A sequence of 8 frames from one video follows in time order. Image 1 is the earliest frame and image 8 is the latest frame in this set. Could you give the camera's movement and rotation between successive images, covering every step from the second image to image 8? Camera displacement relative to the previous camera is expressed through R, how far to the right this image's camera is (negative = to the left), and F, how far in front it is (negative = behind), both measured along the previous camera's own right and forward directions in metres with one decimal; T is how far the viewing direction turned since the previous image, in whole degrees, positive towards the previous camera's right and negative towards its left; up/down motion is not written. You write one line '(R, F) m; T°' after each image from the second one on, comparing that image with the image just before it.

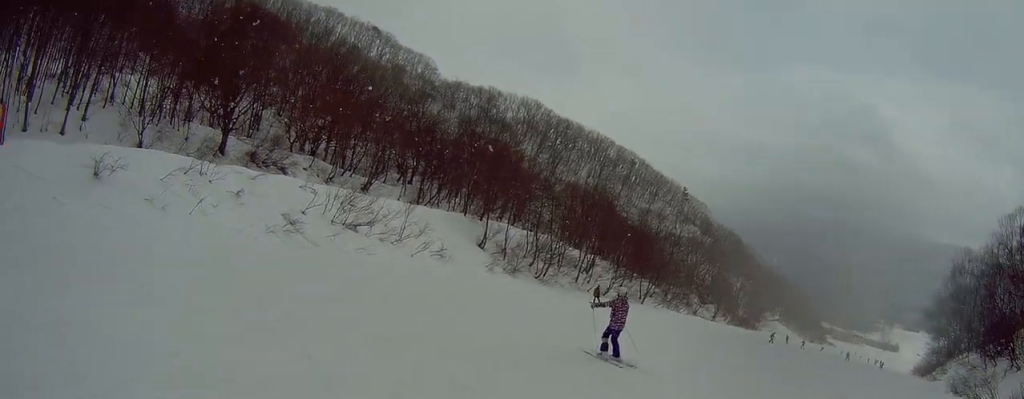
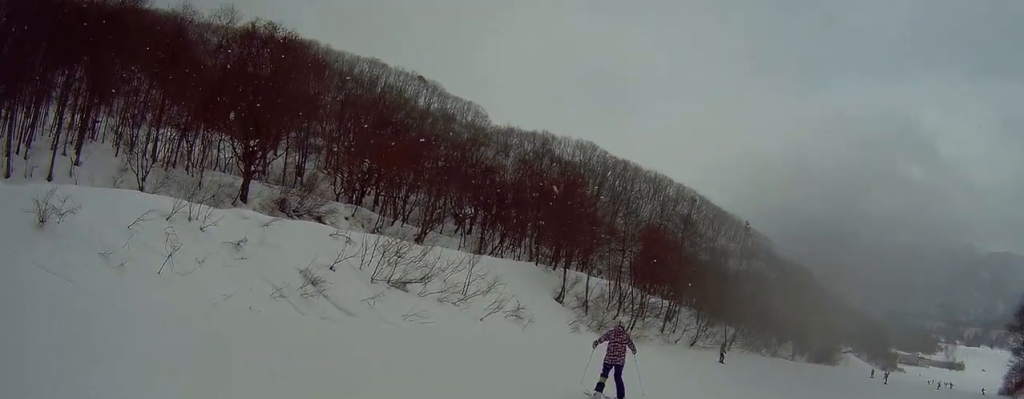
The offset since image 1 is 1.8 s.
(-1.1, +7.6) m; +3°
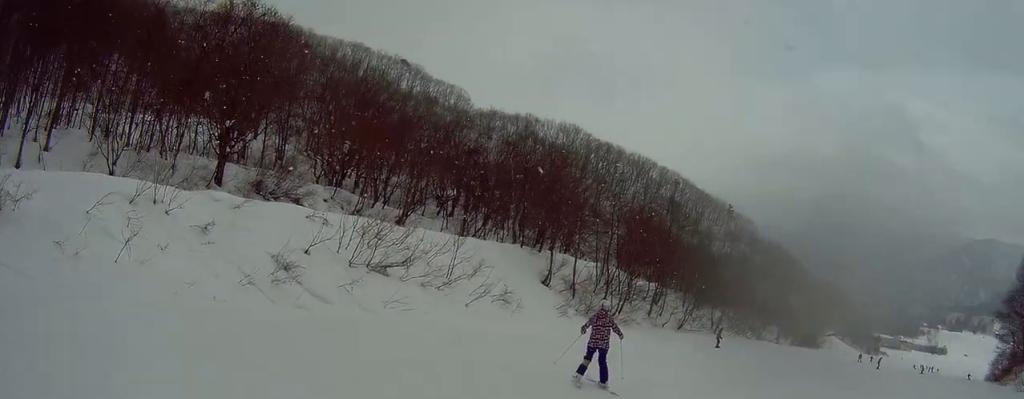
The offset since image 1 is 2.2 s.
(-0.1, +1.7) m; +9°
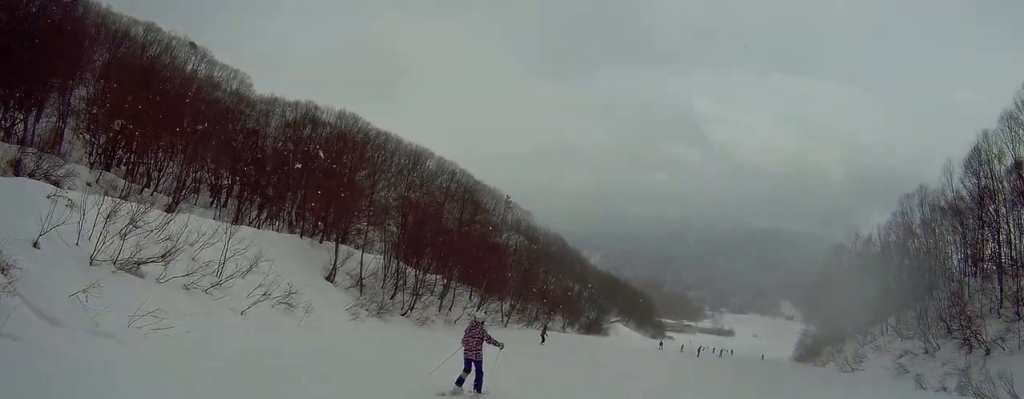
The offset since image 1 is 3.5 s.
(+1.4, +6.2) m; +13°
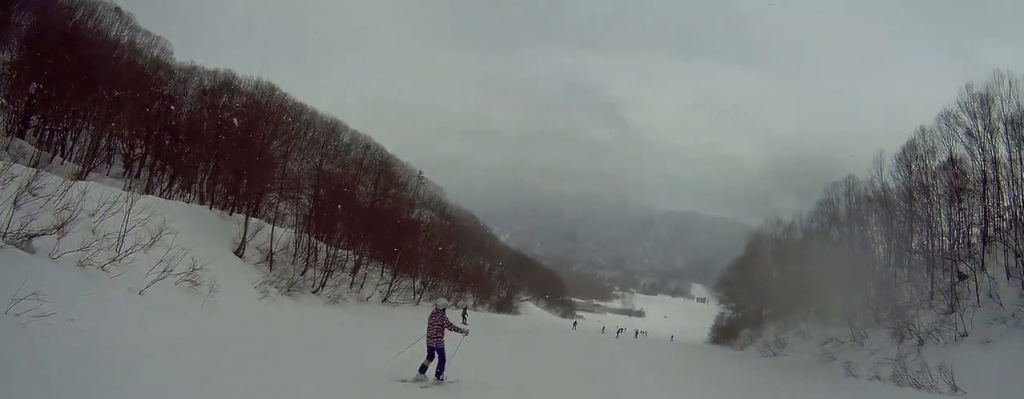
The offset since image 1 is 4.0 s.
(-0.5, +2.1) m; +9°
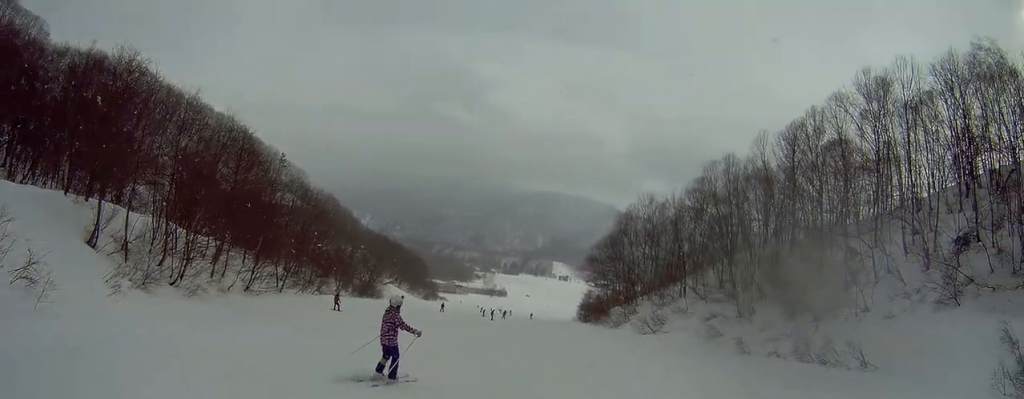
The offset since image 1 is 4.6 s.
(+0.2, +2.9) m; +12°
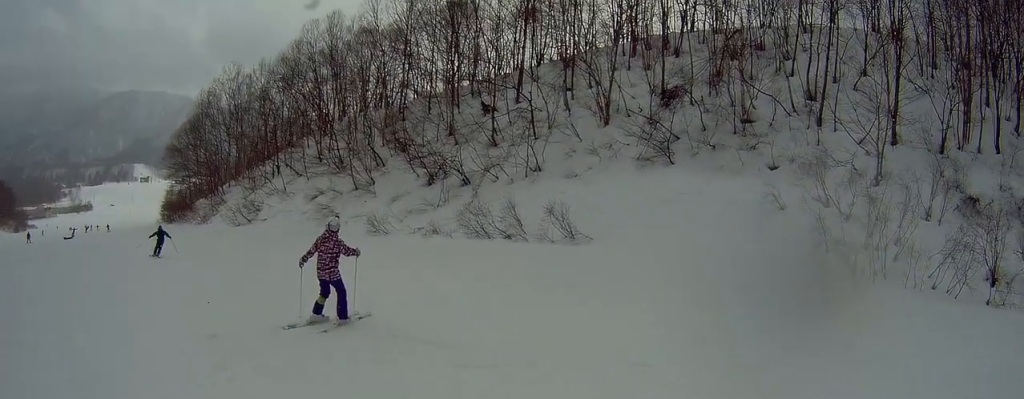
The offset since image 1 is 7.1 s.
(+4.4, +10.3) m; +50°
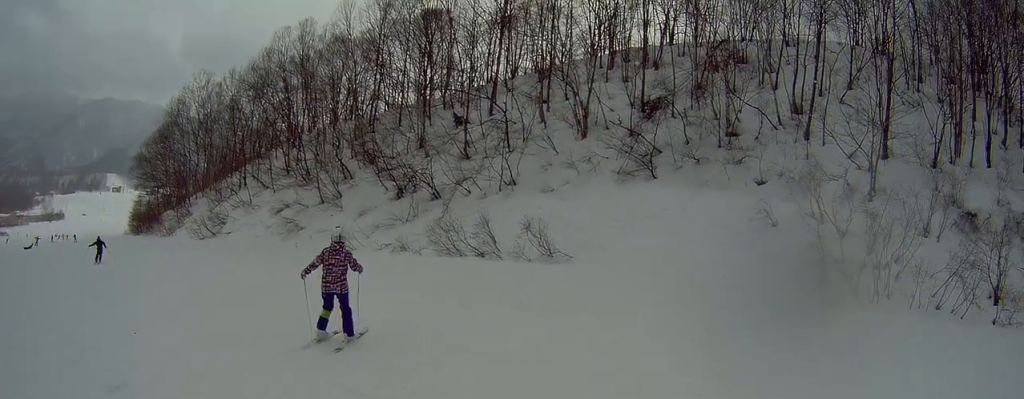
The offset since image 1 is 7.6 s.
(+0.2, +2.0) m; +4°
